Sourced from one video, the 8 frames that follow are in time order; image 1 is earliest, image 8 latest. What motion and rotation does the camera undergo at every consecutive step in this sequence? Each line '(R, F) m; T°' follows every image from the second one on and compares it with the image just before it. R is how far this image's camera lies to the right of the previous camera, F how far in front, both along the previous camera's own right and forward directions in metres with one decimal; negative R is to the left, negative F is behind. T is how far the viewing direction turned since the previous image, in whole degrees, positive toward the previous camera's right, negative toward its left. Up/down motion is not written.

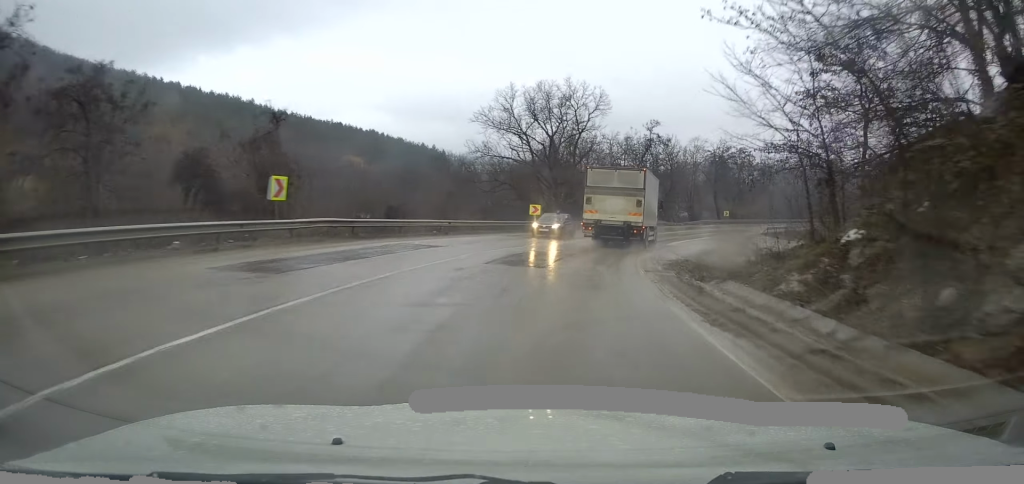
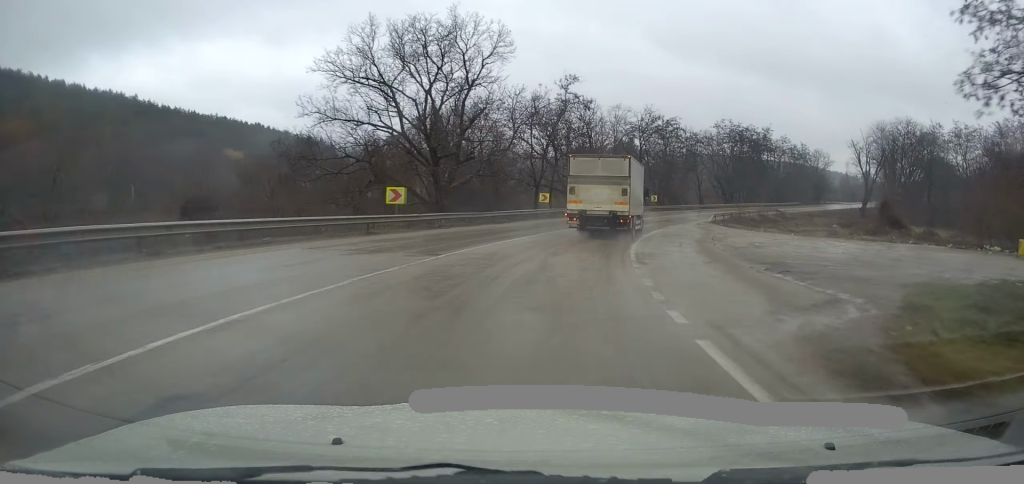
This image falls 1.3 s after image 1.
(+0.6, +17.4) m; +7°
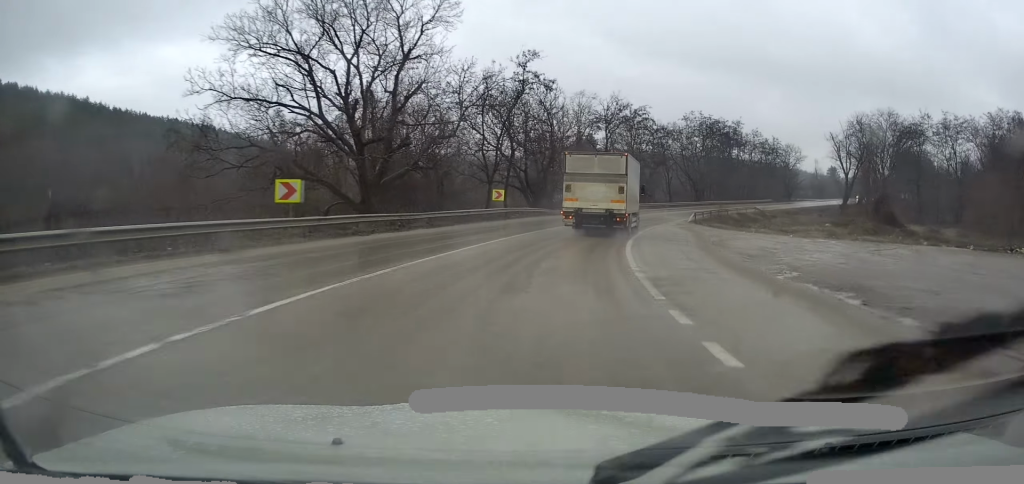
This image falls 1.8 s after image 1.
(+0.3, +7.7) m; +5°
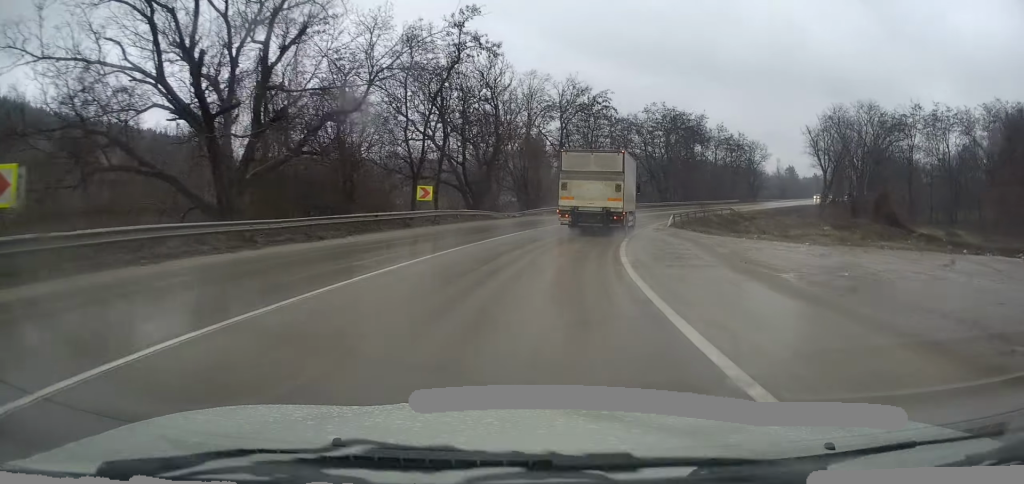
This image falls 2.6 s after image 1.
(+0.5, +10.1) m; +7°
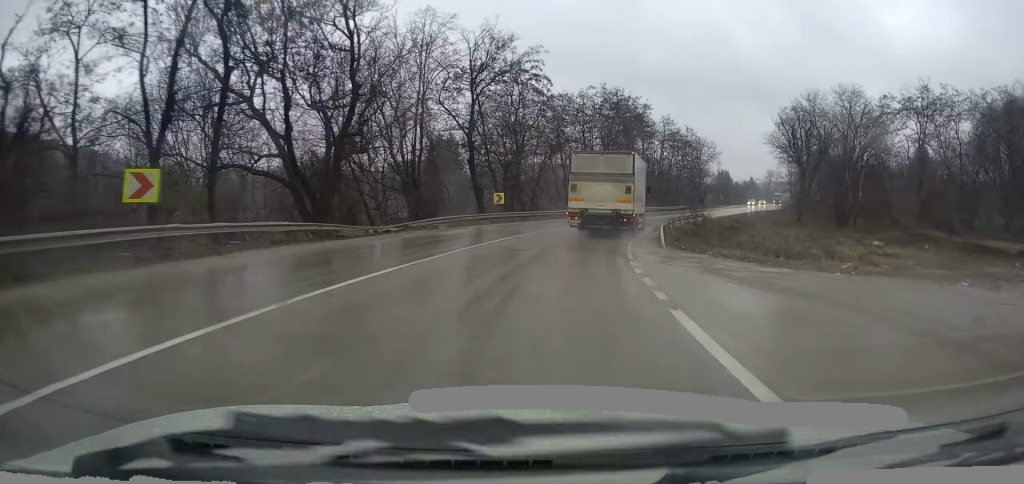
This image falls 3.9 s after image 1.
(+2.0, +18.9) m; +9°
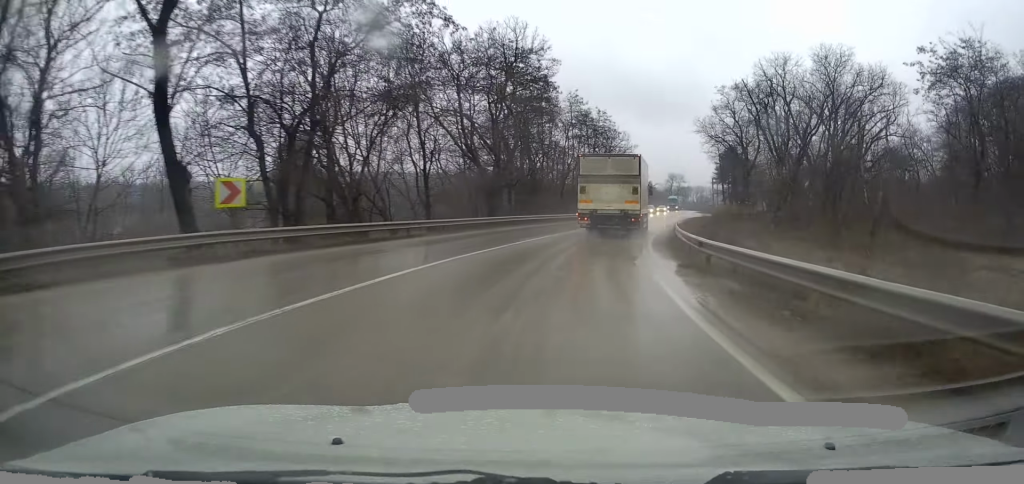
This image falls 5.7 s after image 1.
(+2.1, +25.3) m; +10°
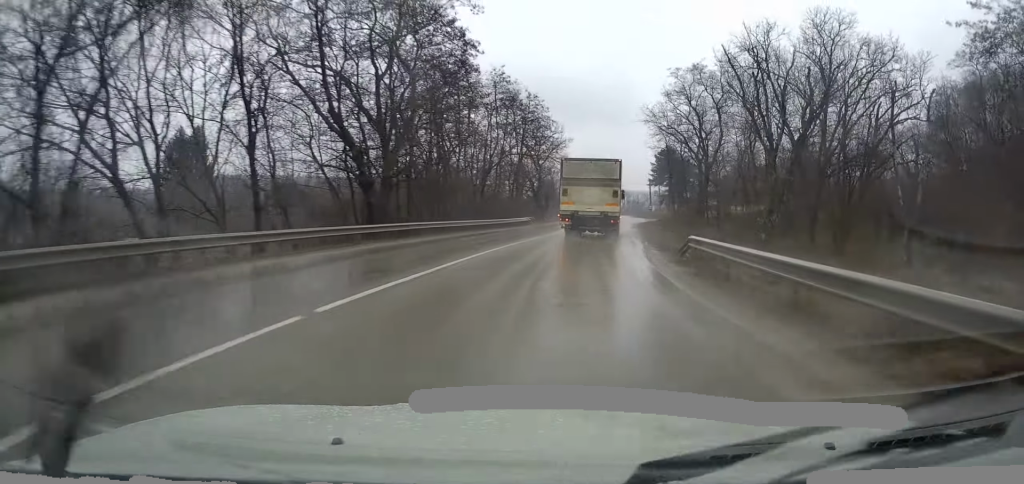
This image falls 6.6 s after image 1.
(+0.8, +13.9) m; +7°
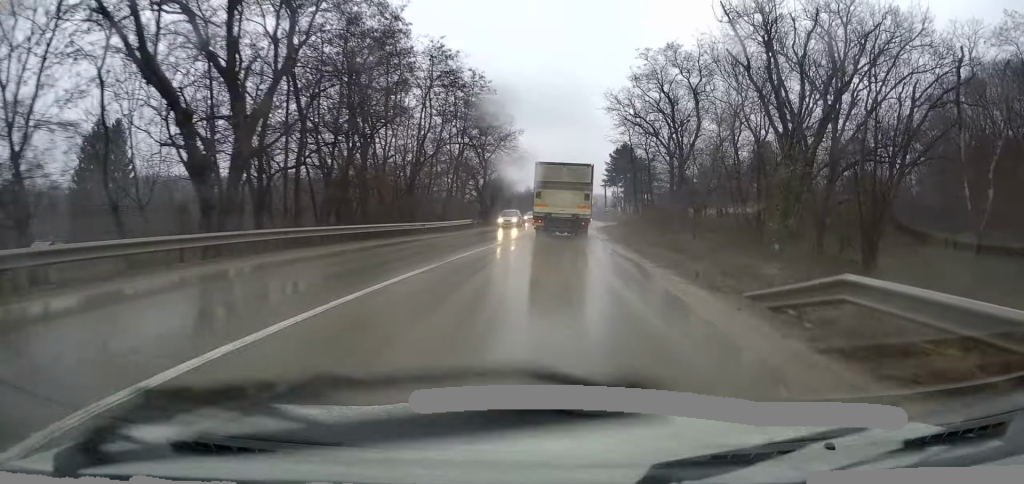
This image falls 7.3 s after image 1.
(+0.5, +10.1) m; +4°
